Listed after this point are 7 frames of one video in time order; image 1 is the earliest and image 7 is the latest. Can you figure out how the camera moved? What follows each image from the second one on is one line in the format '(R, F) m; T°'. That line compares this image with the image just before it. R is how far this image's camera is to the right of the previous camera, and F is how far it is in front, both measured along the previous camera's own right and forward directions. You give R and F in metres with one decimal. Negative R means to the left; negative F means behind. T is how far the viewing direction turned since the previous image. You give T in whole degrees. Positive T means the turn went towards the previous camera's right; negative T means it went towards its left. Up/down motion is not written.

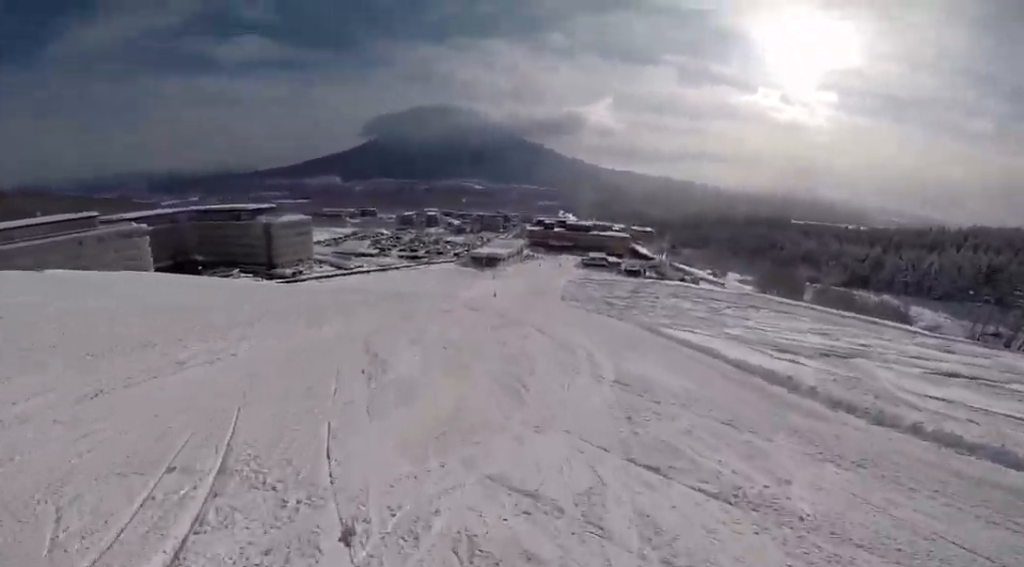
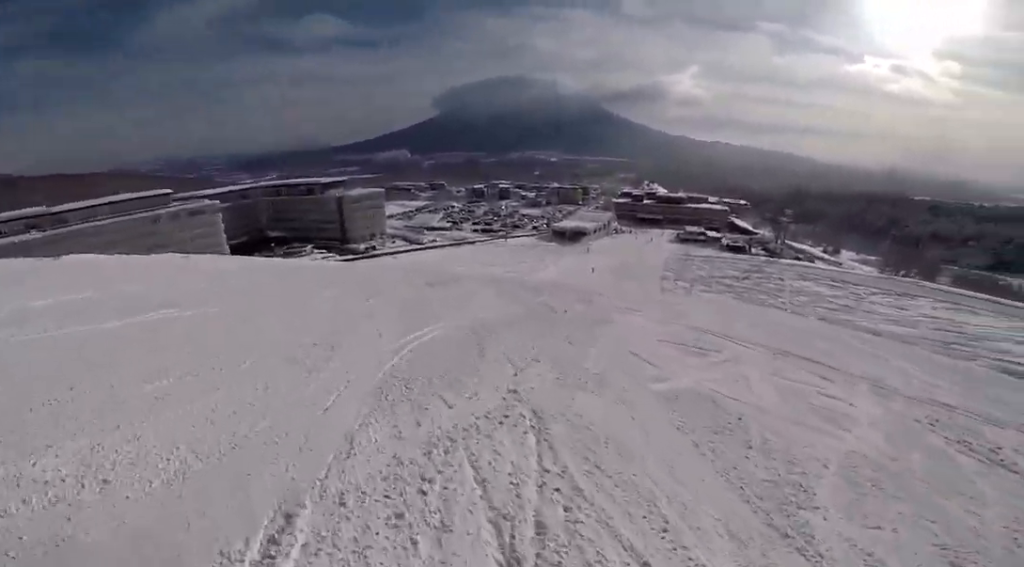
(-1.2, +8.1) m; +3°
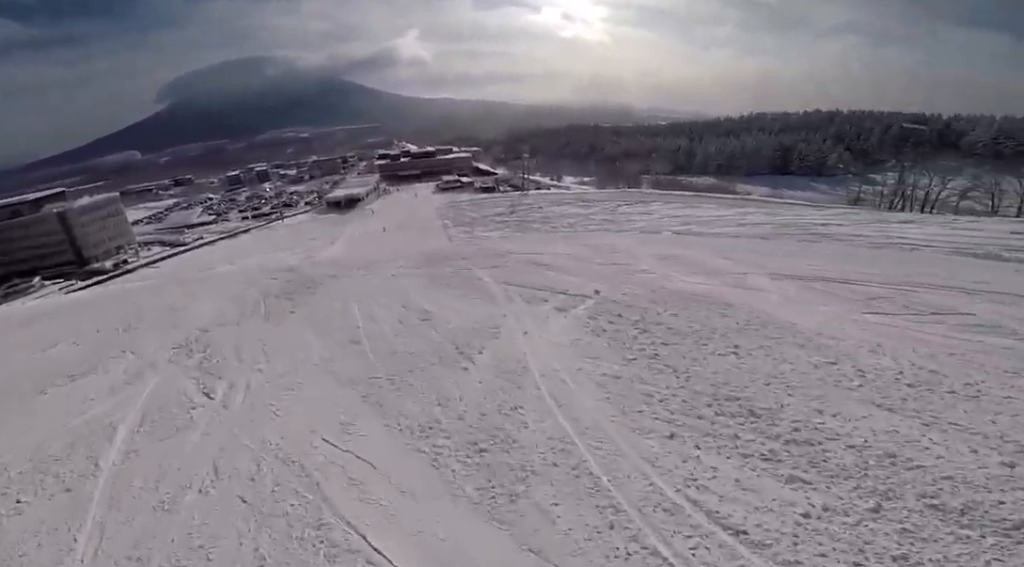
(+1.5, +6.1) m; +28°
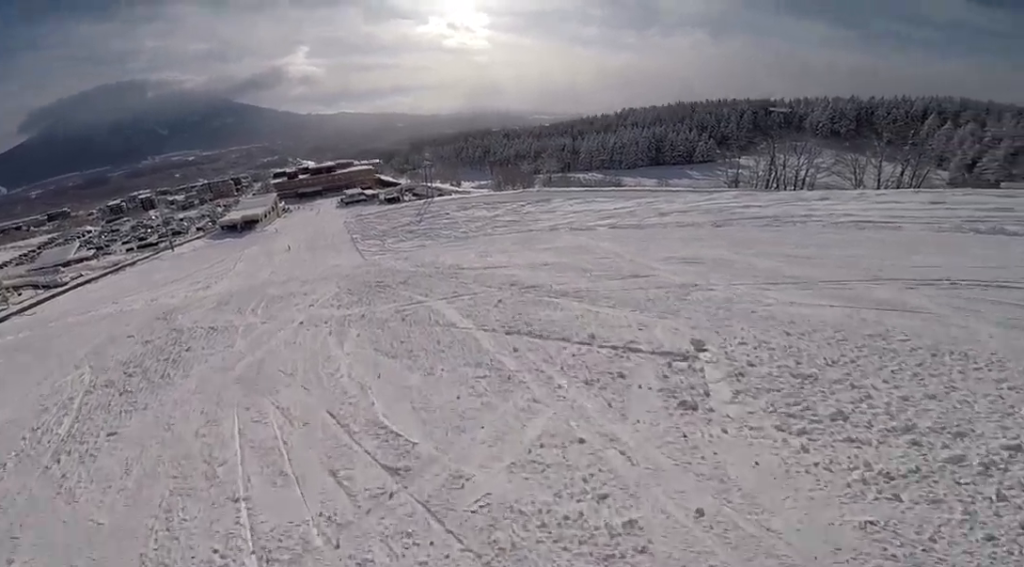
(+0.6, +3.2) m; +1°
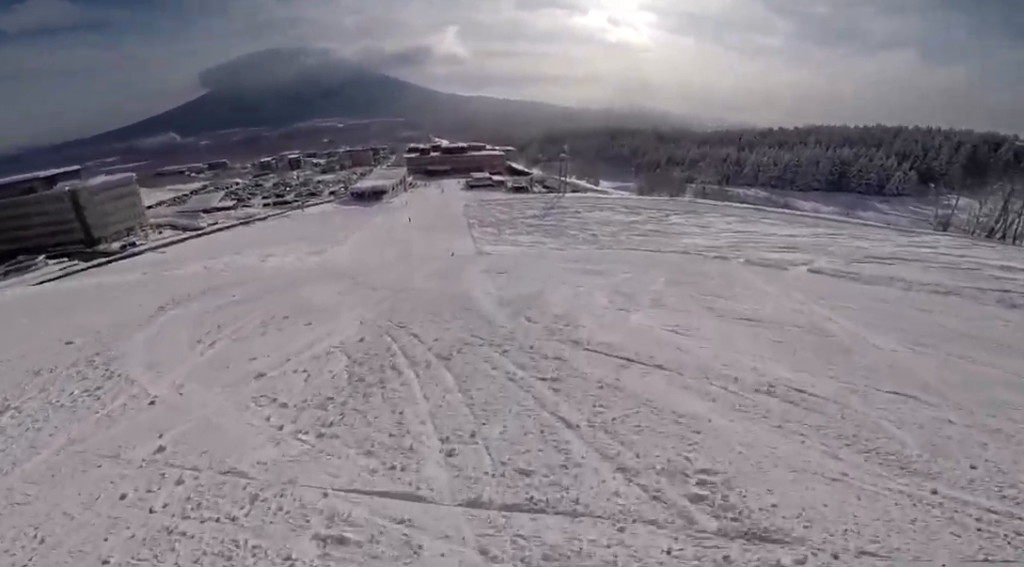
(-0.2, +4.5) m; -14°
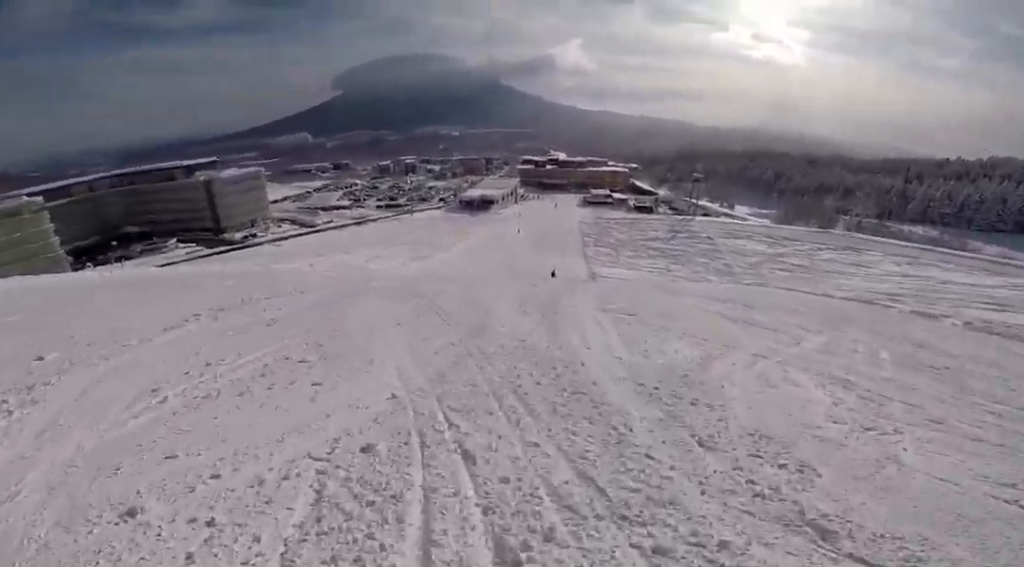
(-0.1, +2.5) m; -11°
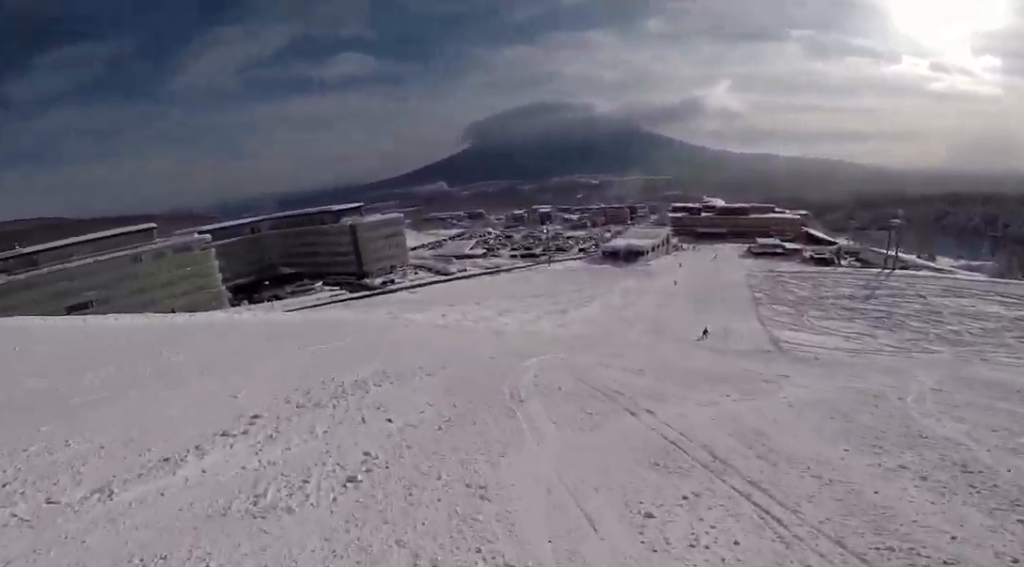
(-0.9, +3.9) m; -14°
